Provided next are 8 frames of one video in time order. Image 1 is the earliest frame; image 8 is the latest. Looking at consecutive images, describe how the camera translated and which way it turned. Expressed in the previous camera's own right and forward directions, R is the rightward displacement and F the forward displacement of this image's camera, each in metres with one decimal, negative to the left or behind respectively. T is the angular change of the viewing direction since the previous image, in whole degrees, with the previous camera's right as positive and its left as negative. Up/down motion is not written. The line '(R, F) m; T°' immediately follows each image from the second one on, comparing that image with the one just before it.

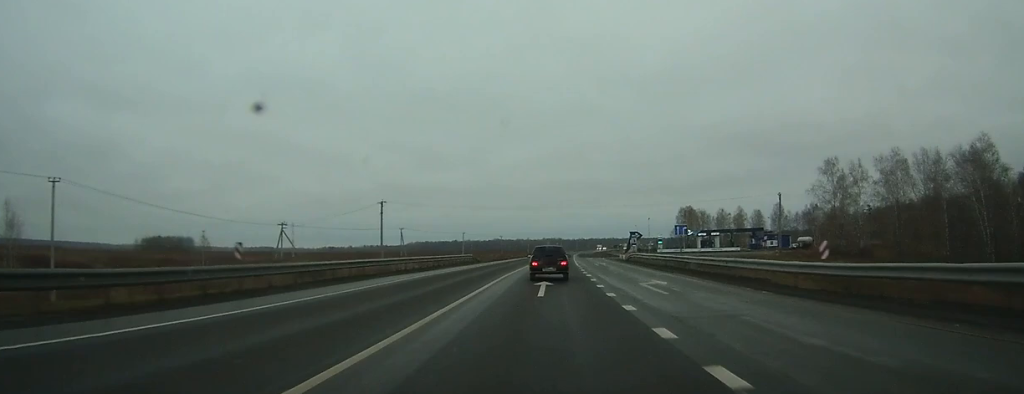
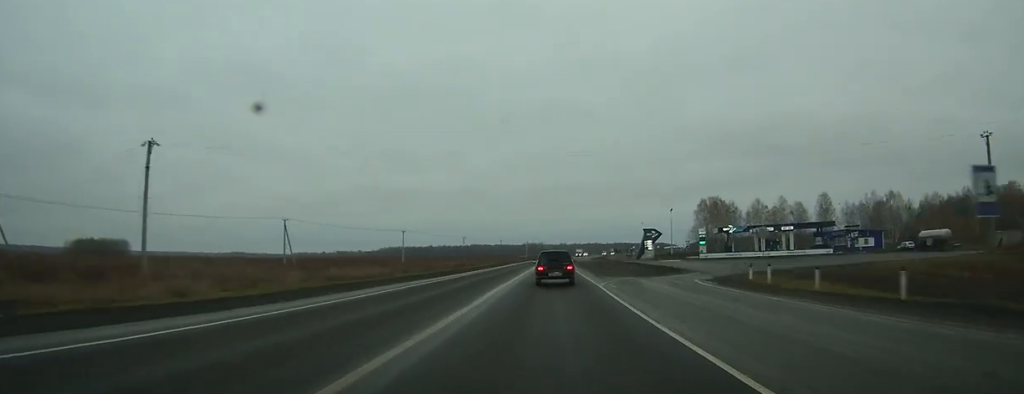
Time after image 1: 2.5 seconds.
(+0.6, +62.6) m; +1°
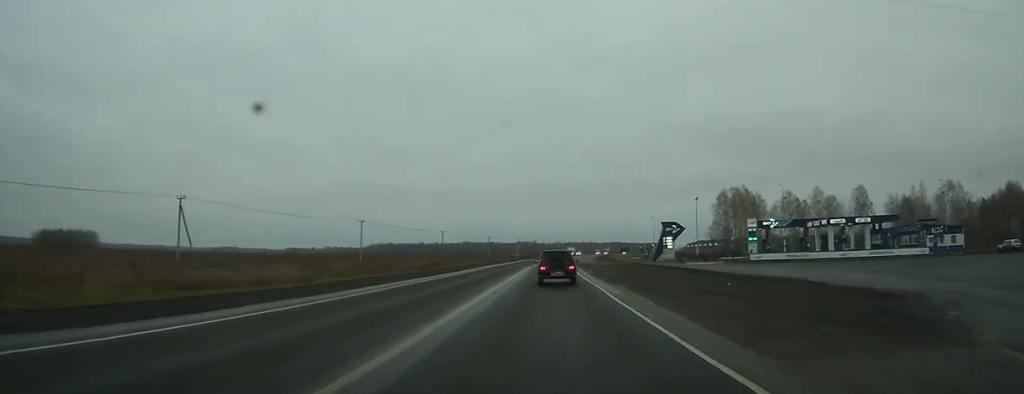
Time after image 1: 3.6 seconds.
(0.0, +28.6) m; +1°
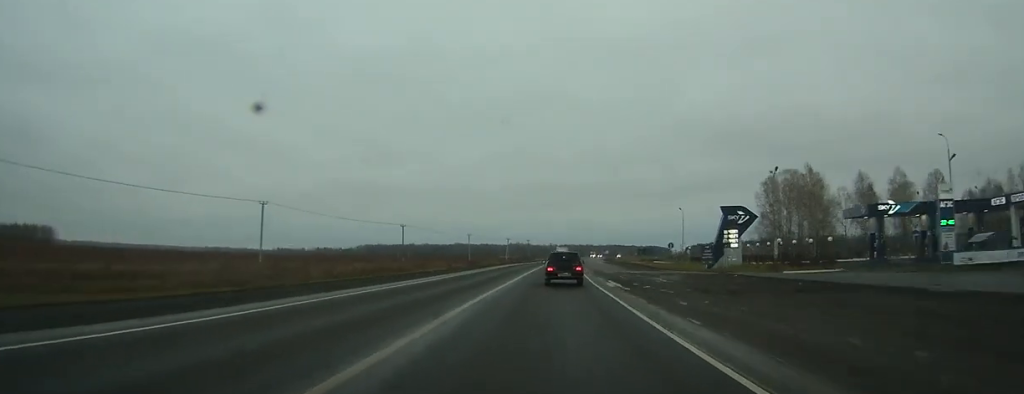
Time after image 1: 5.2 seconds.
(+0.4, +40.2) m; +1°
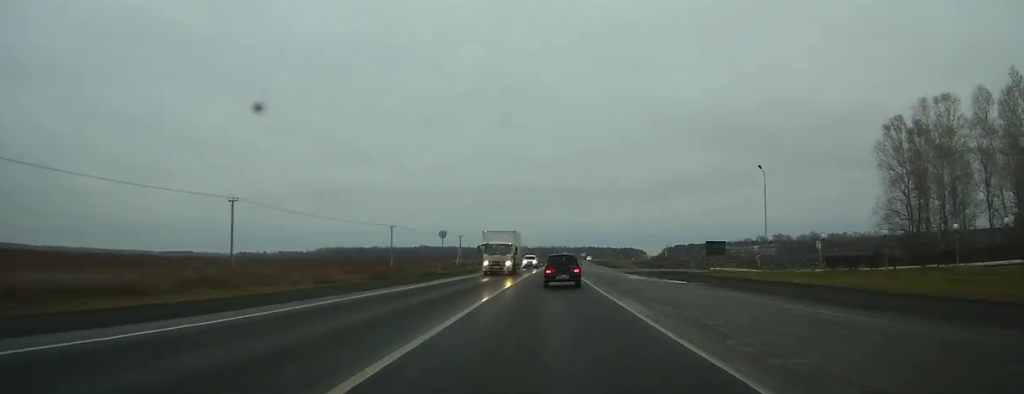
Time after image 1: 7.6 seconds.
(+0.9, +60.0) m; +2°
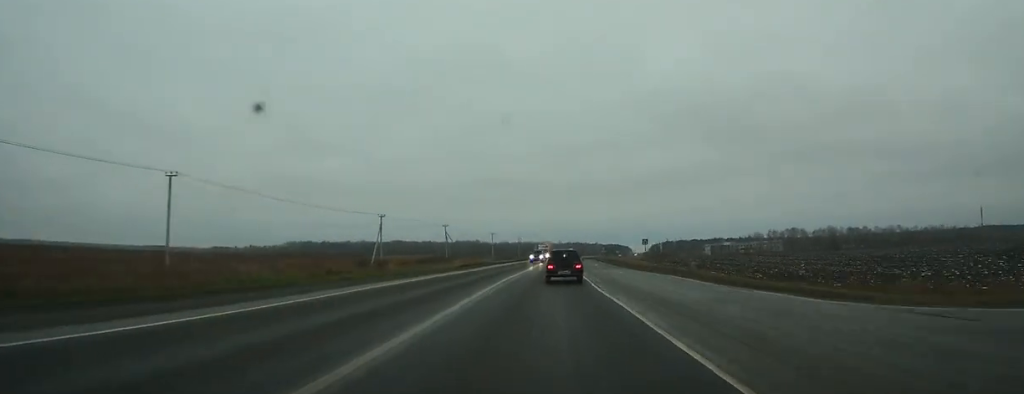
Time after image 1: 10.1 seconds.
(+1.3, +63.3) m; +2°
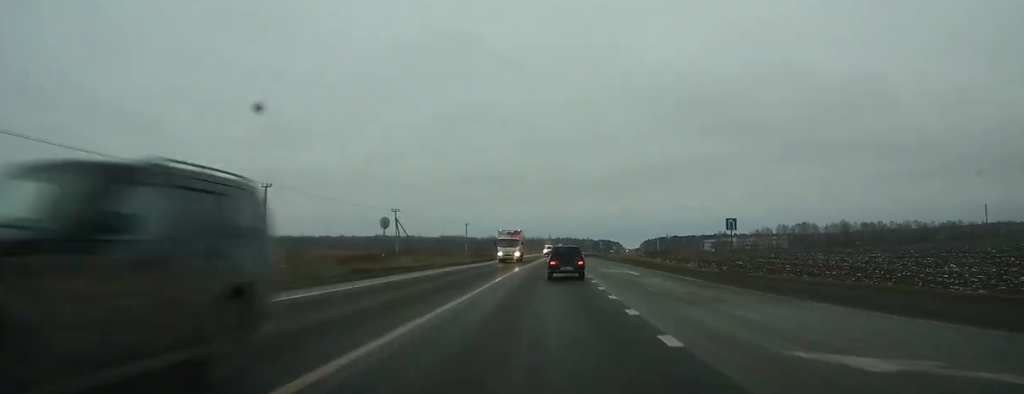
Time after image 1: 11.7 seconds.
(+0.5, +38.3) m; +1°
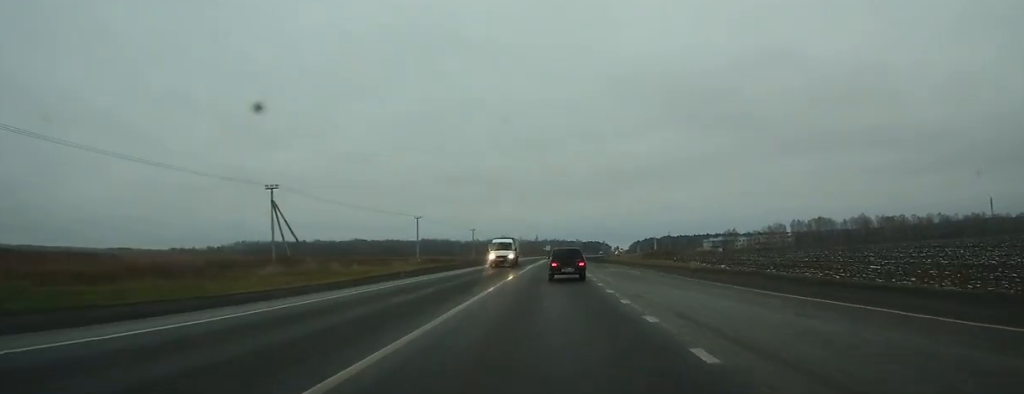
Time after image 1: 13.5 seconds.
(+0.4, +45.1) m; +1°
